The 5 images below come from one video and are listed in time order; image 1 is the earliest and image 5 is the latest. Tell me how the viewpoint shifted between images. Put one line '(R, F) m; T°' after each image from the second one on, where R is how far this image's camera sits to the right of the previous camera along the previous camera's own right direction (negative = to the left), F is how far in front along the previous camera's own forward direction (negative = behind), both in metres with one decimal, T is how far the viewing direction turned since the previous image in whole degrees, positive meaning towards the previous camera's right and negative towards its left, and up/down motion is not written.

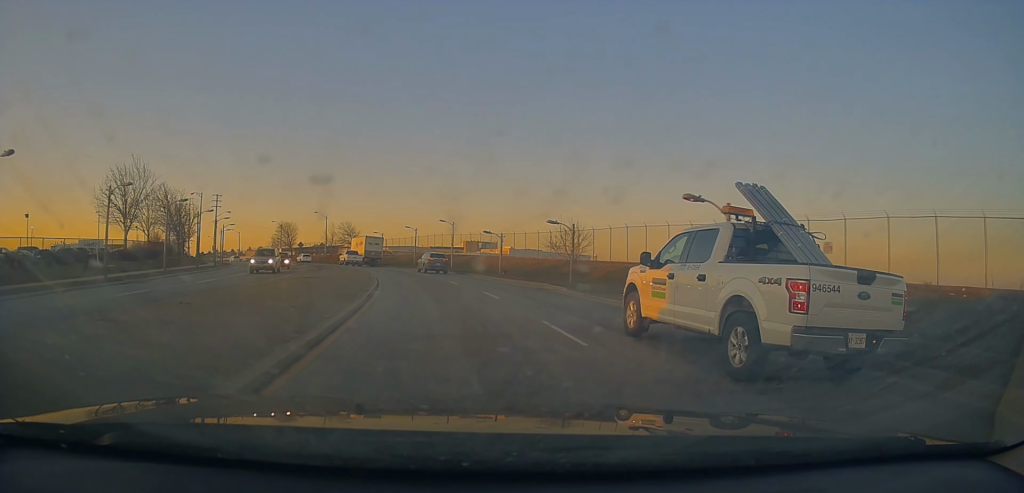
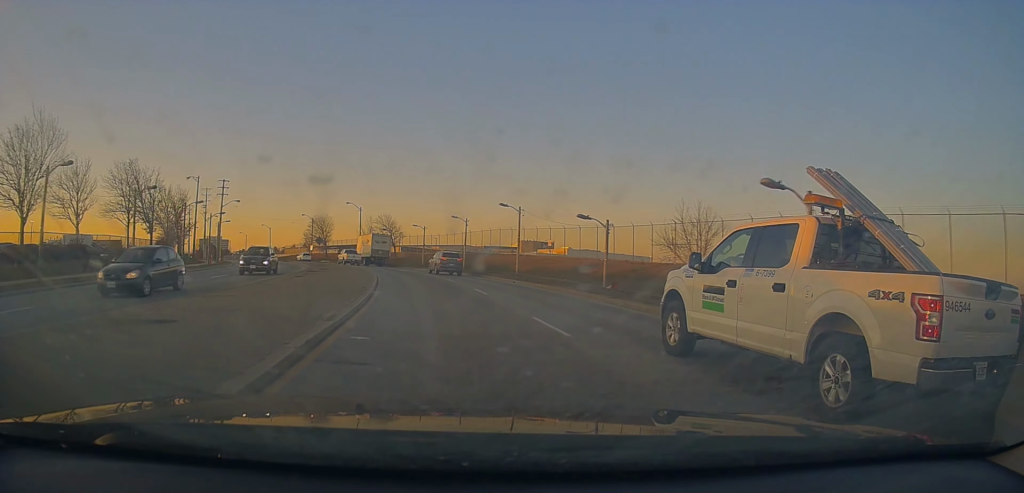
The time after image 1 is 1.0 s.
(-1.2, +17.4) m; -7°
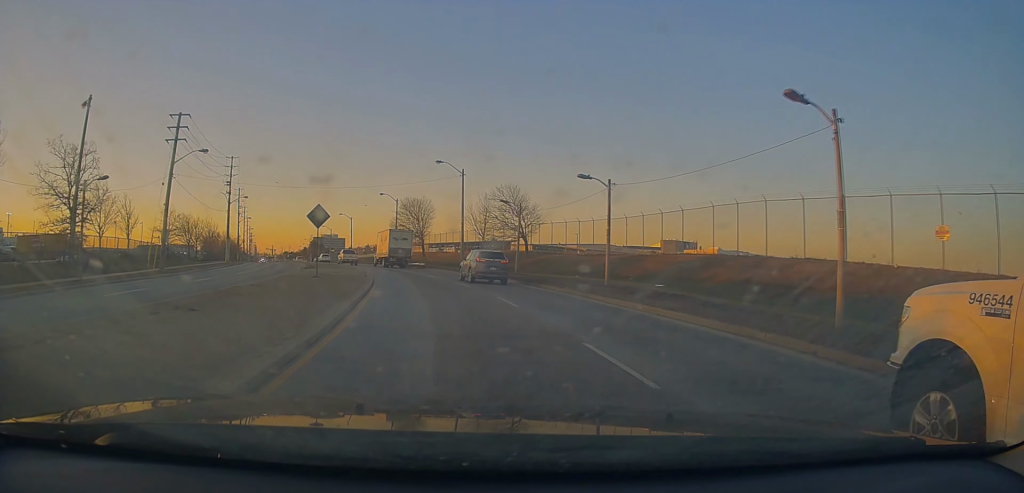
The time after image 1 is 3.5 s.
(-3.8, +41.2) m; -12°
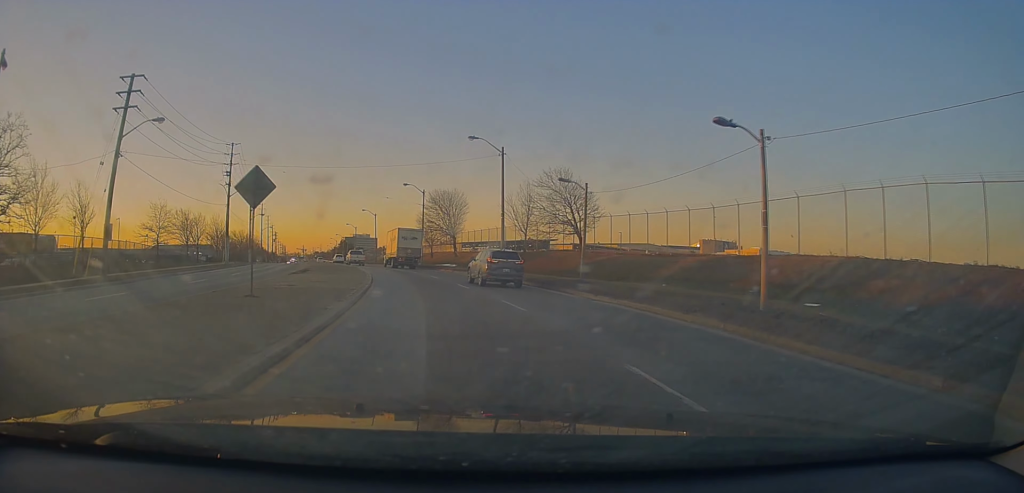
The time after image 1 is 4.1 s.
(-0.7, +10.9) m; -4°
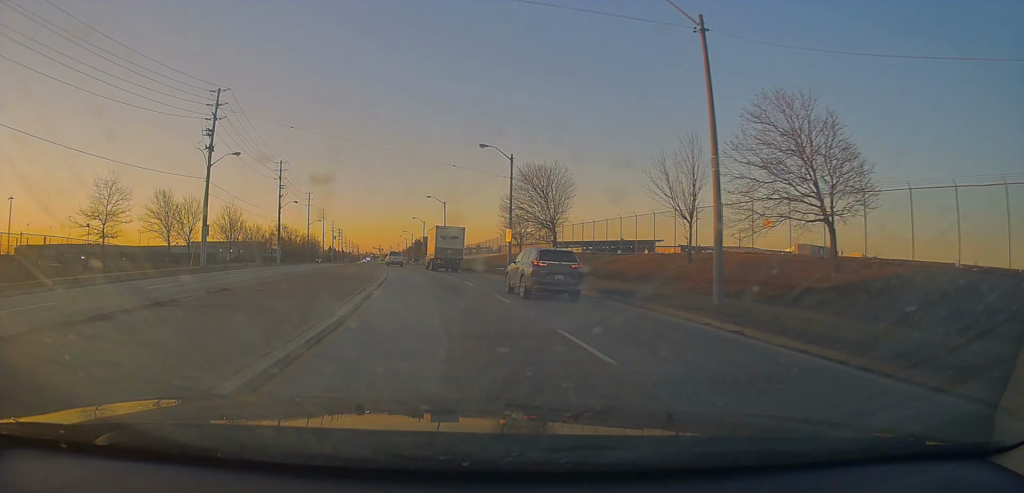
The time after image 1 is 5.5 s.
(-1.8, +24.6) m; -8°
